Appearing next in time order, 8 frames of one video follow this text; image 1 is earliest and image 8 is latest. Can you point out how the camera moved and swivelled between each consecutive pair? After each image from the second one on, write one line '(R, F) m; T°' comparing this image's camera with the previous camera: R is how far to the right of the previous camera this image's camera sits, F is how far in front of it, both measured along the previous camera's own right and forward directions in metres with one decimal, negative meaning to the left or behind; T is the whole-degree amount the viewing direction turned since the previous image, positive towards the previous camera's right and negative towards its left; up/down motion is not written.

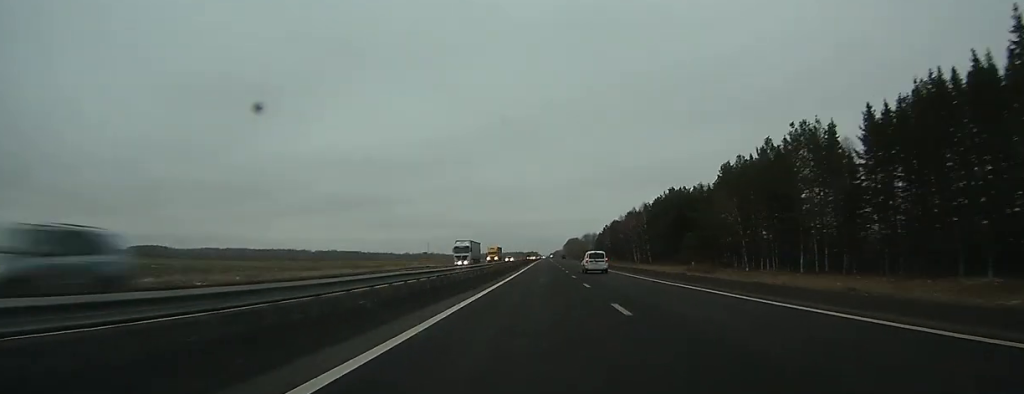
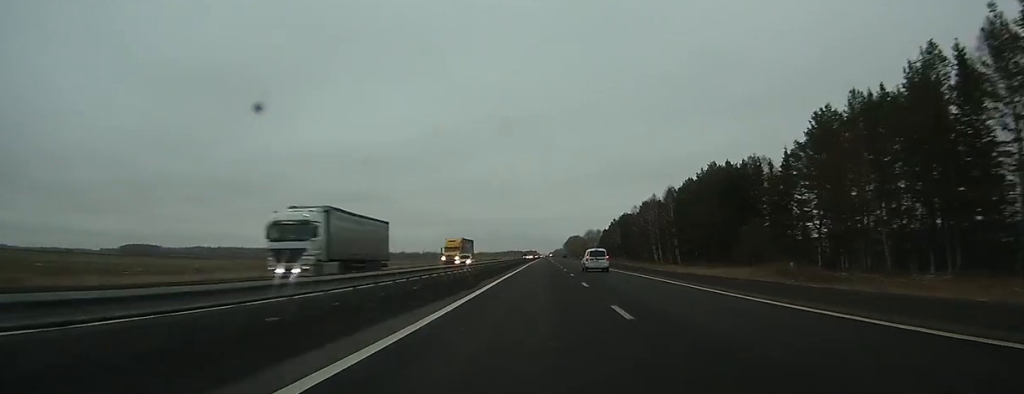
(+0.1, +37.2) m; 0°
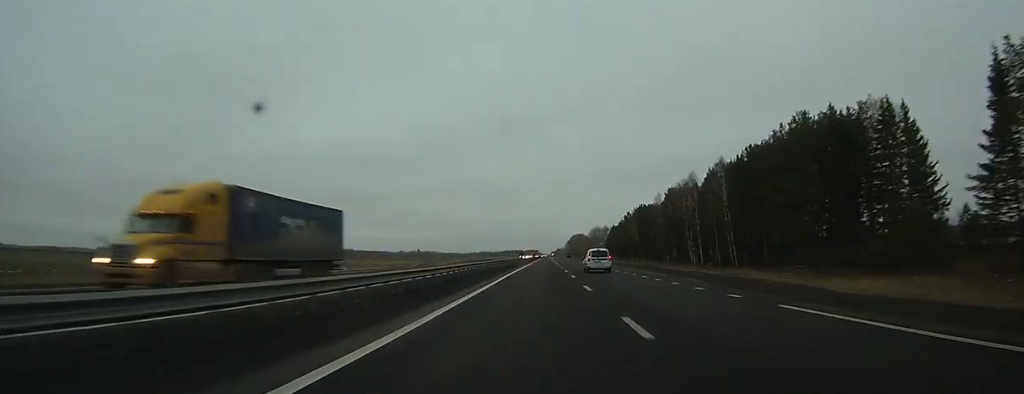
(0.0, +39.0) m; 0°
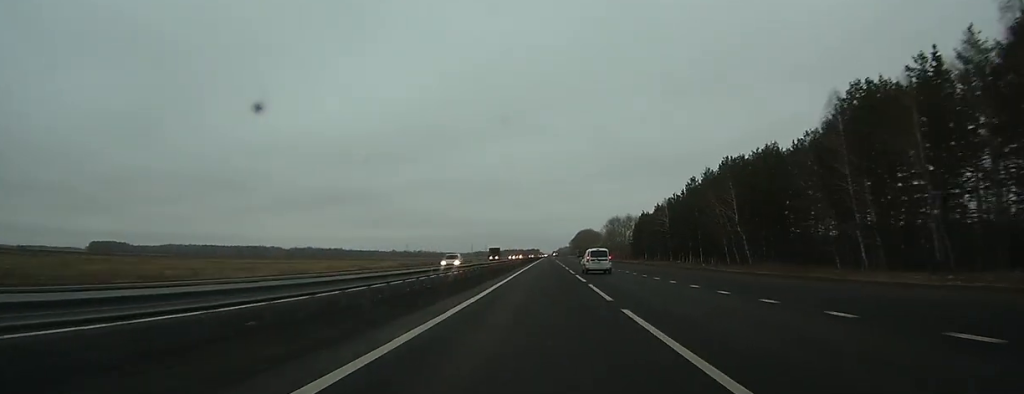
(-0.7, +94.6) m; -1°
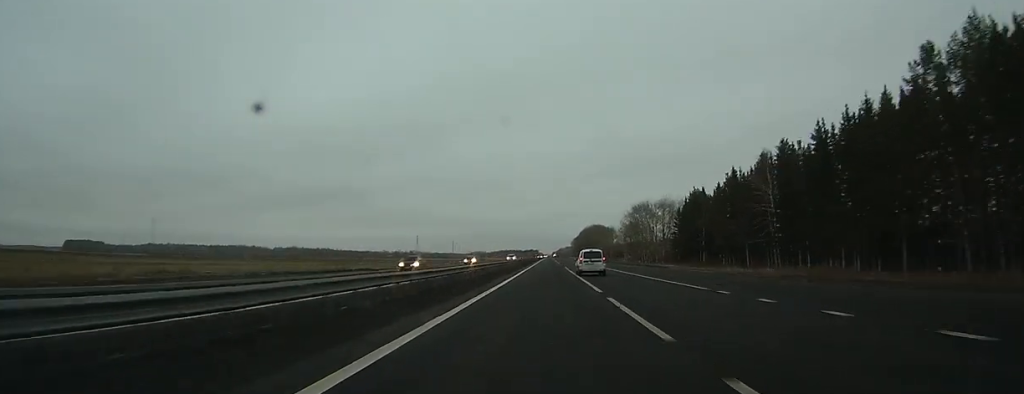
(+0.2, +79.9) m; 0°
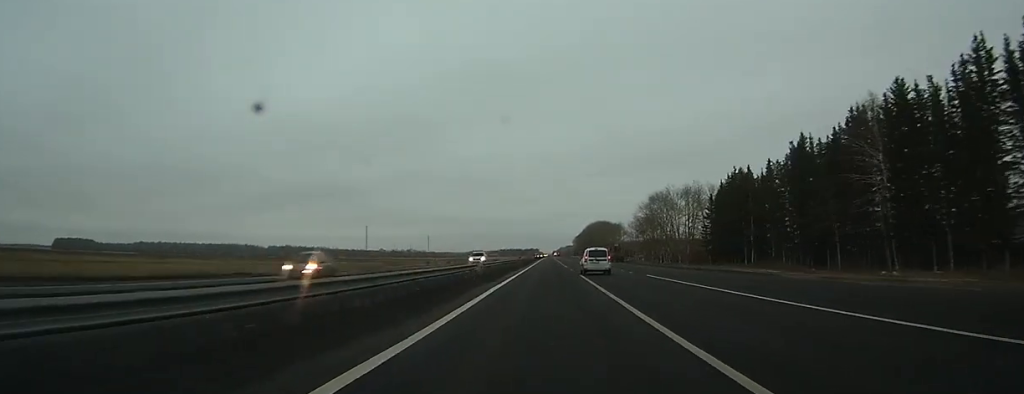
(+0.1, +31.9) m; 0°
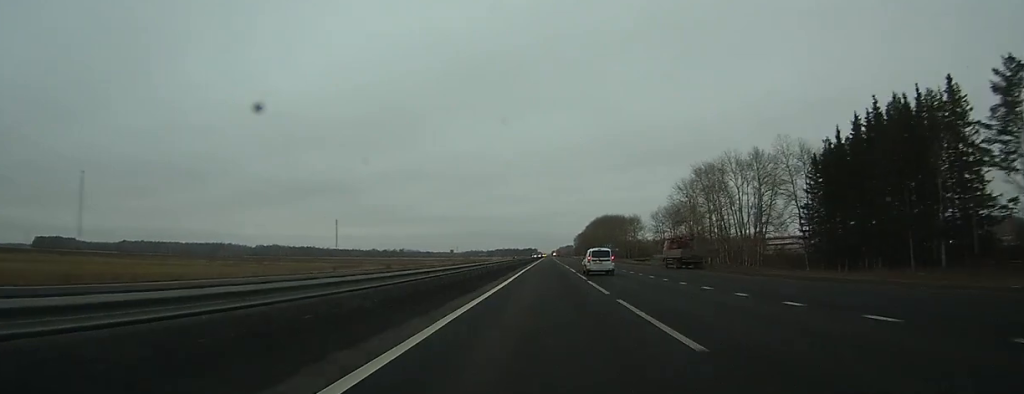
(+0.1, +51.8) m; 0°
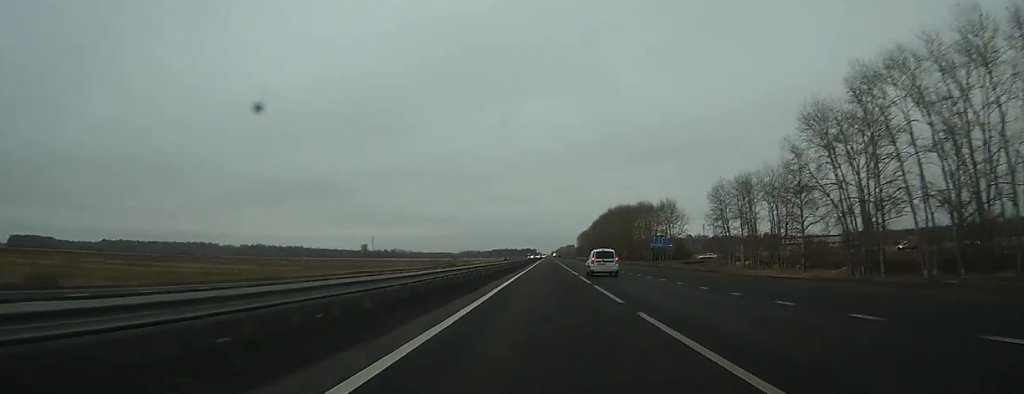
(+0.3, +61.1) m; +1°
